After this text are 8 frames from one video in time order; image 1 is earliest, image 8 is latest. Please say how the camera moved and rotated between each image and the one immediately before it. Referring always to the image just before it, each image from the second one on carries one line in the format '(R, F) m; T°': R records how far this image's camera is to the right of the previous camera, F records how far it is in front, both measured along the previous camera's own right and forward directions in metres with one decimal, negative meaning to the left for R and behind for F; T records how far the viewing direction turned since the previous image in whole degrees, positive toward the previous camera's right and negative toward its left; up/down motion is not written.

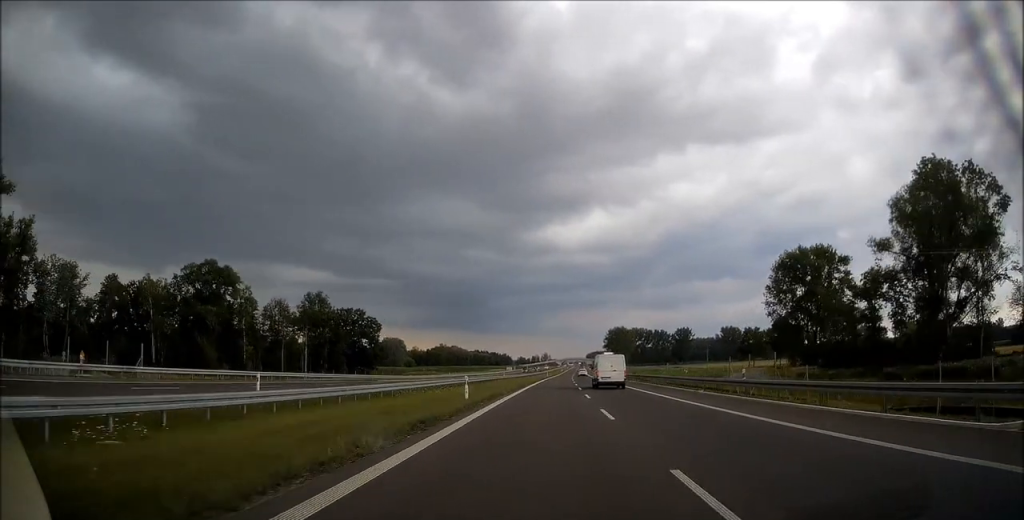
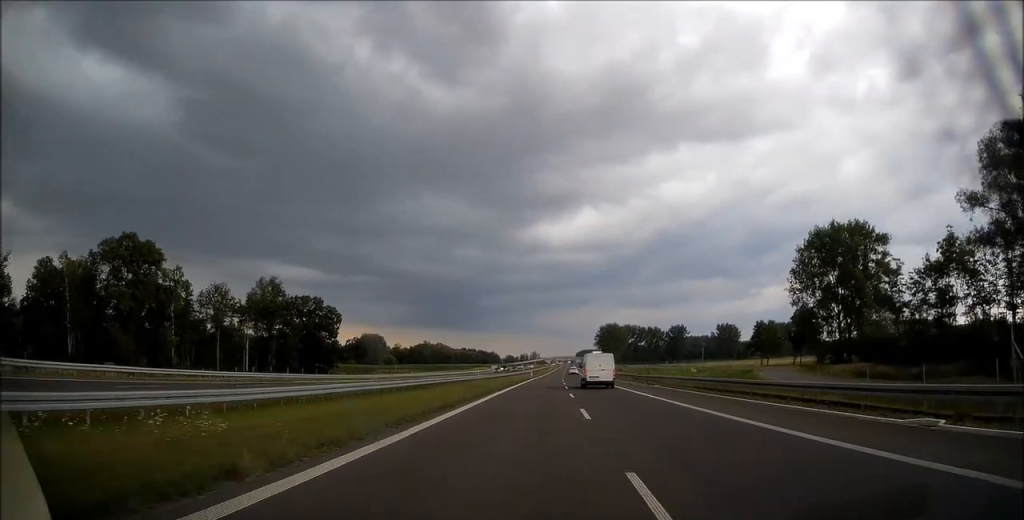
(+0.3, +24.1) m; +1°
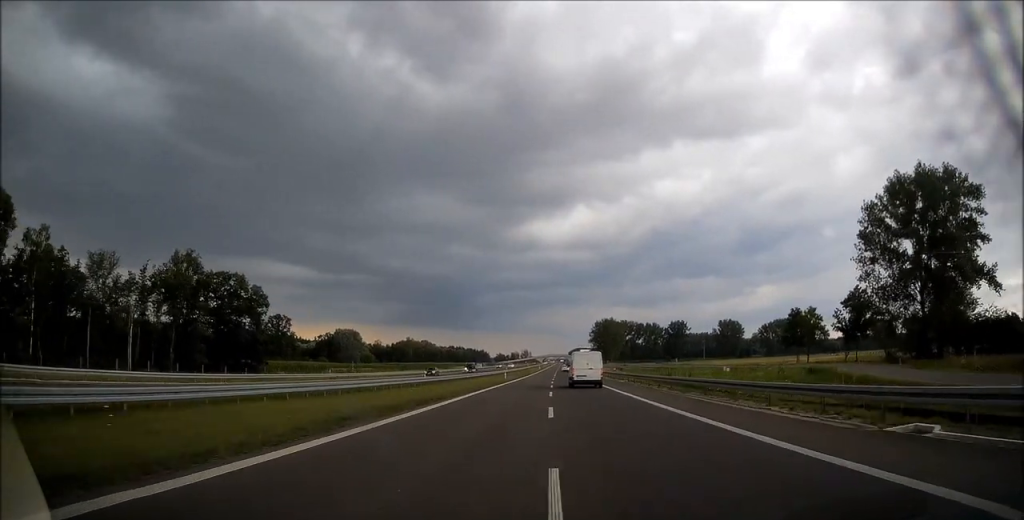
(+0.3, +35.5) m; +1°
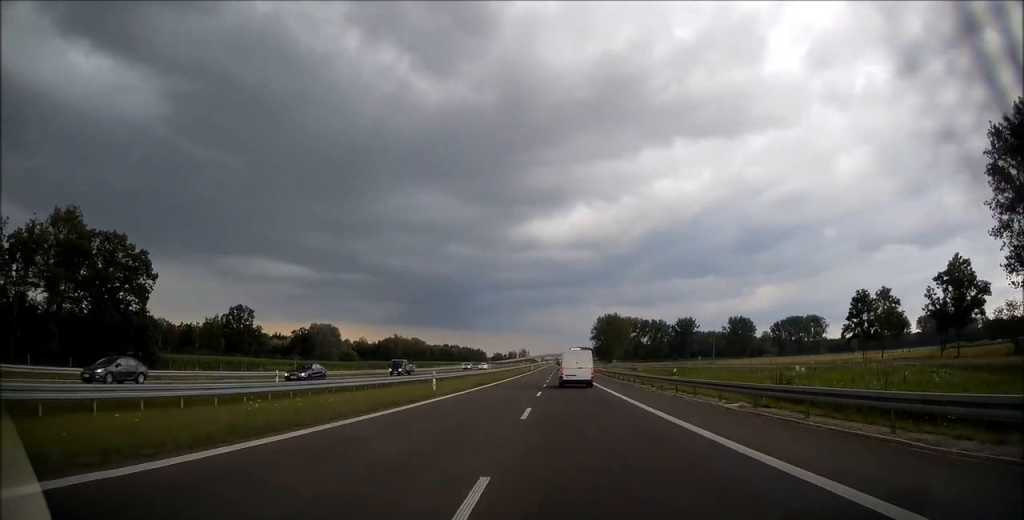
(+0.2, +36.5) m; +1°
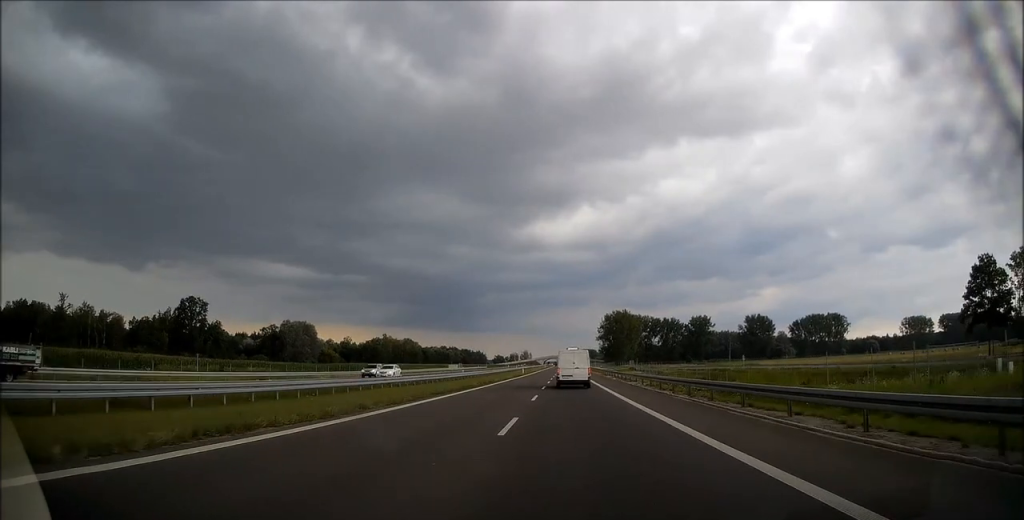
(+0.2, +39.6) m; 0°
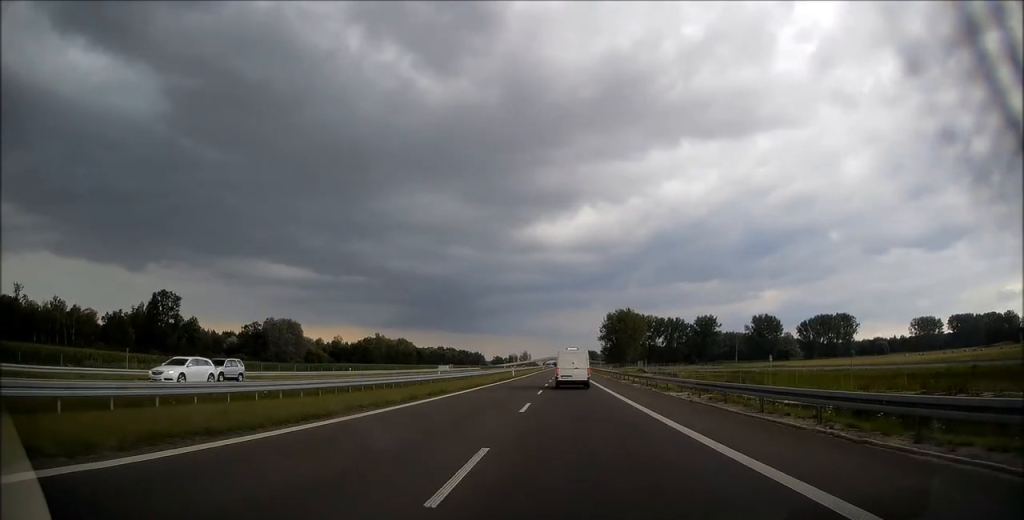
(0.0, +18.0) m; 0°
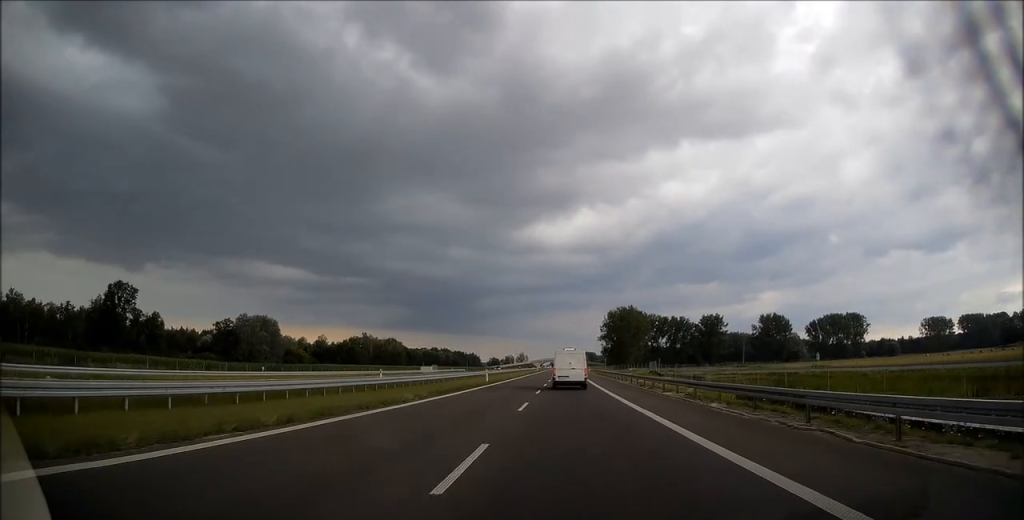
(0.0, +23.5) m; 0°
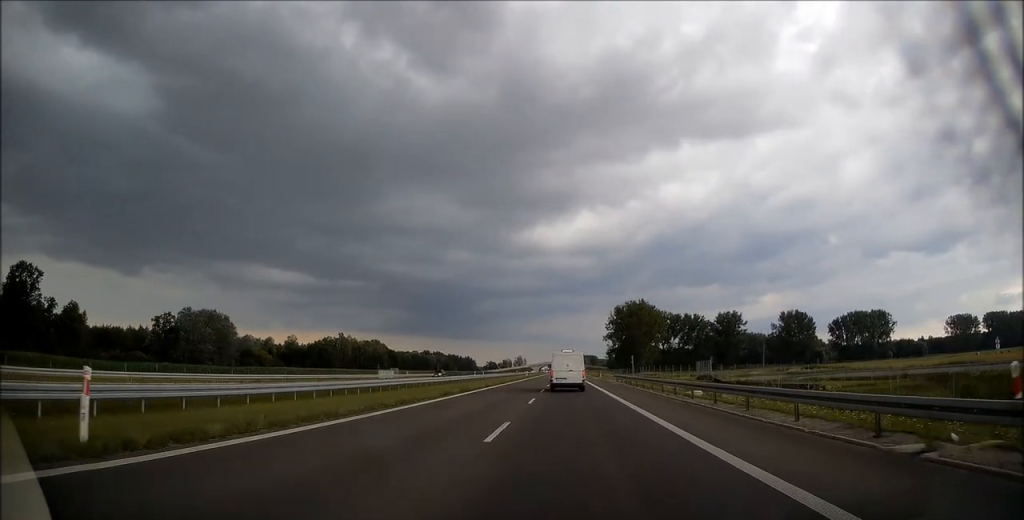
(0.0, +43.8) m; 0°
